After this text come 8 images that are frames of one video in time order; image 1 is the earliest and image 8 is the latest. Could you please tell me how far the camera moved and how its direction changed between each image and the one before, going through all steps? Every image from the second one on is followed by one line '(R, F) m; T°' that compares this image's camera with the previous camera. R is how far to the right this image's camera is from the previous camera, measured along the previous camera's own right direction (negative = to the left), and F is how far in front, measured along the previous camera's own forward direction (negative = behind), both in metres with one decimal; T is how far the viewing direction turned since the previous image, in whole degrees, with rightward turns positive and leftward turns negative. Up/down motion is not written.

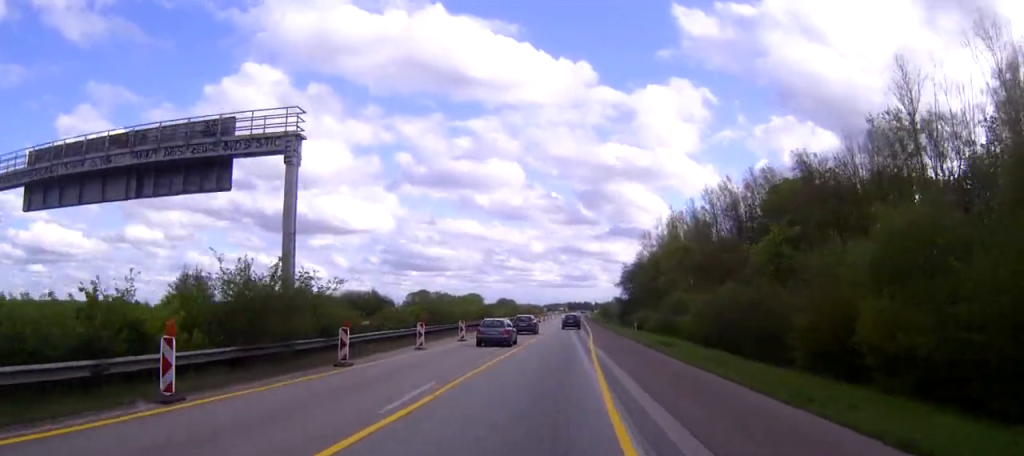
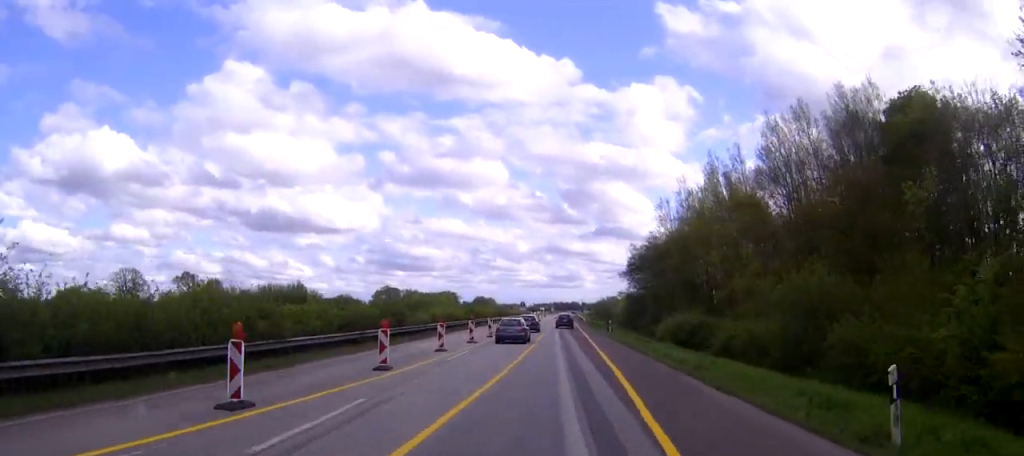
(+0.2, +40.1) m; +1°
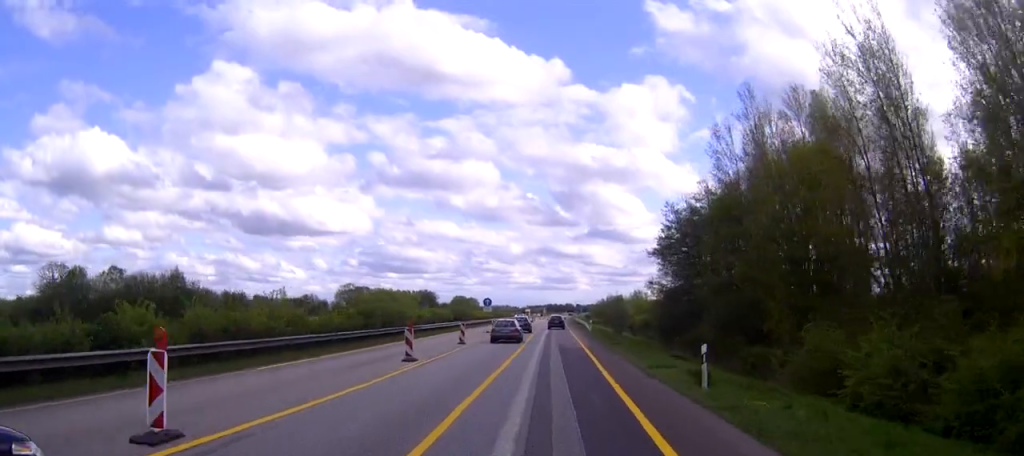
(+0.3, +41.3) m; 0°
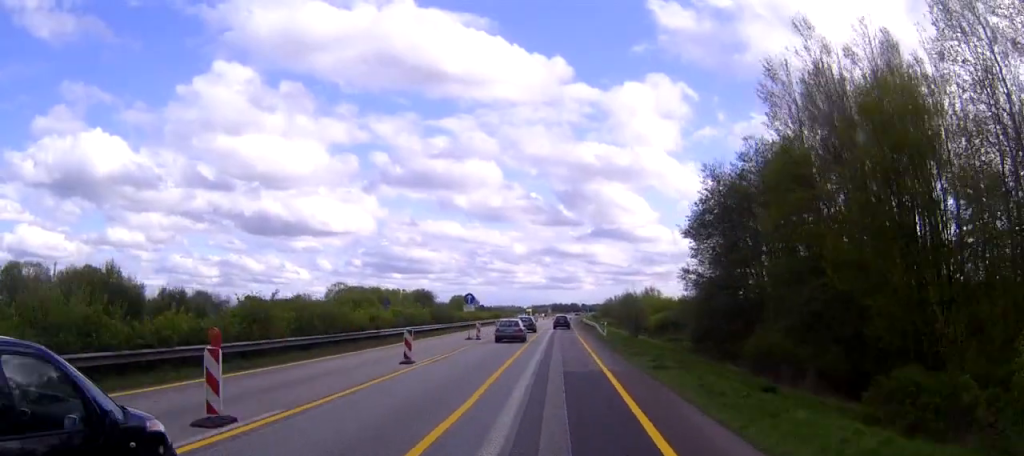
(0.0, +15.5) m; 0°
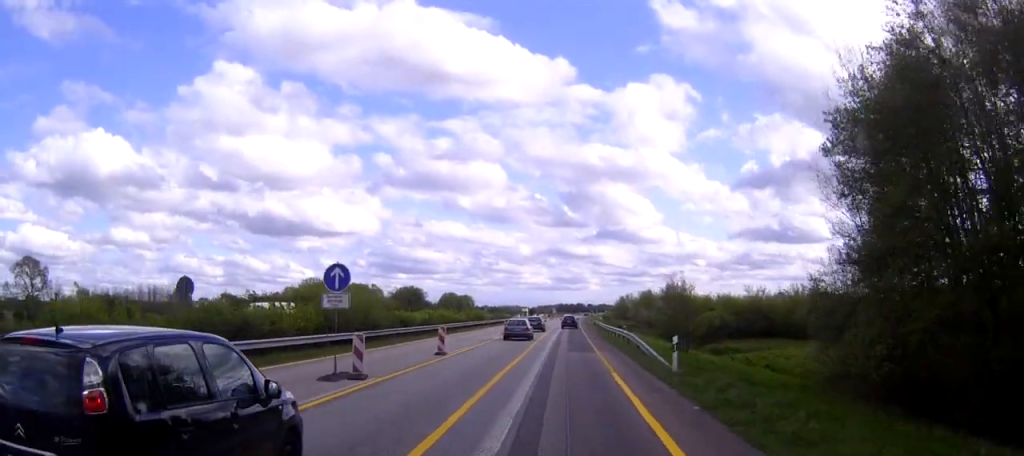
(-0.1, +29.4) m; 0°
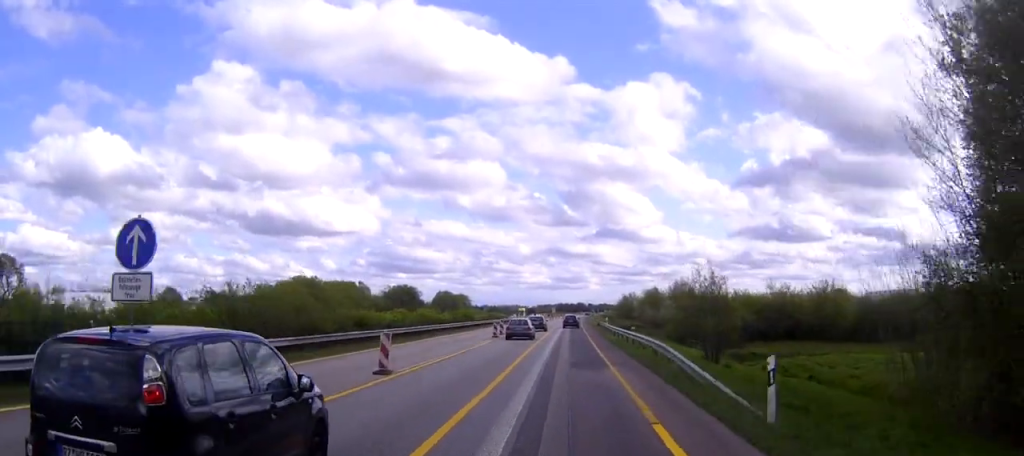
(0.0, +9.8) m; 0°
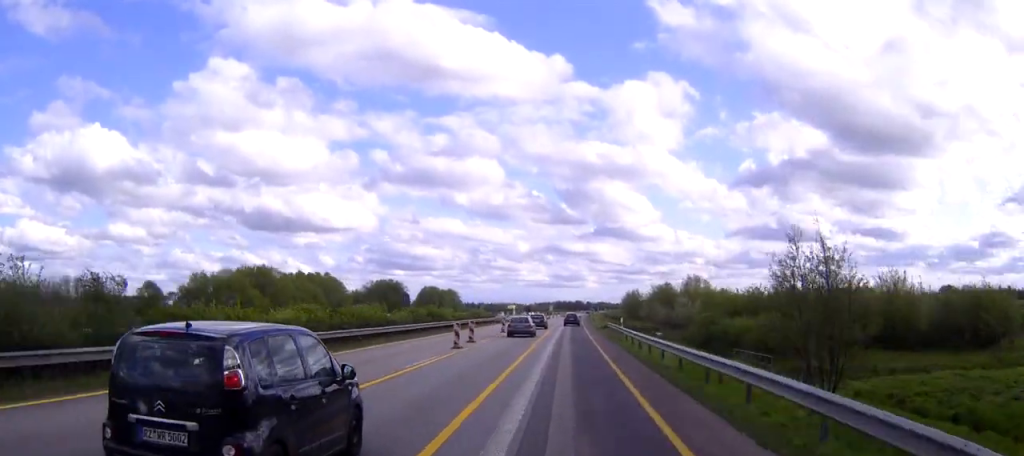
(0.0, +18.0) m; 0°
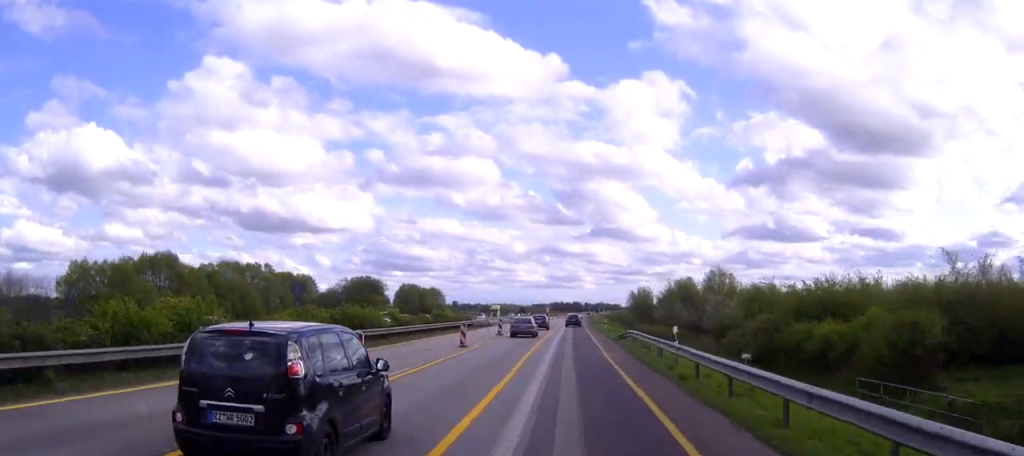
(0.0, +22.1) m; 0°
